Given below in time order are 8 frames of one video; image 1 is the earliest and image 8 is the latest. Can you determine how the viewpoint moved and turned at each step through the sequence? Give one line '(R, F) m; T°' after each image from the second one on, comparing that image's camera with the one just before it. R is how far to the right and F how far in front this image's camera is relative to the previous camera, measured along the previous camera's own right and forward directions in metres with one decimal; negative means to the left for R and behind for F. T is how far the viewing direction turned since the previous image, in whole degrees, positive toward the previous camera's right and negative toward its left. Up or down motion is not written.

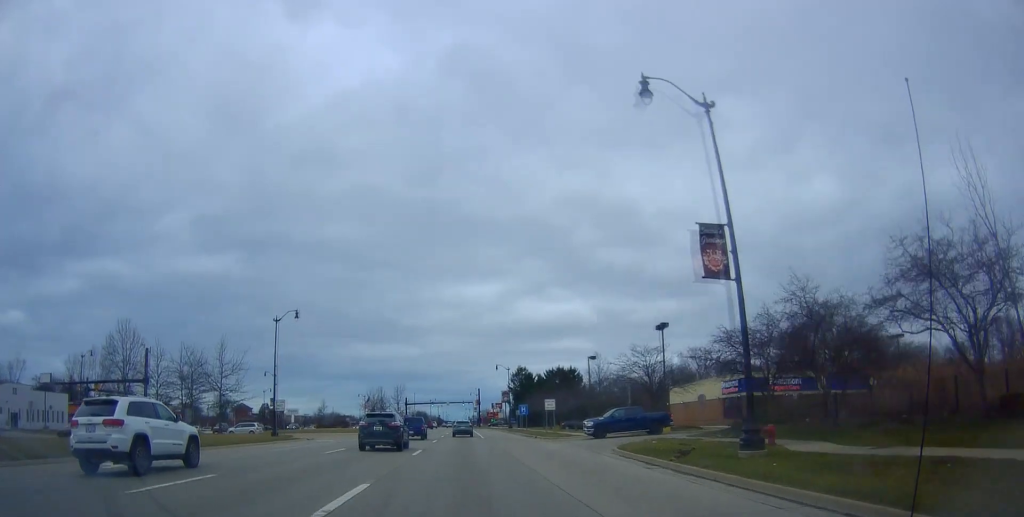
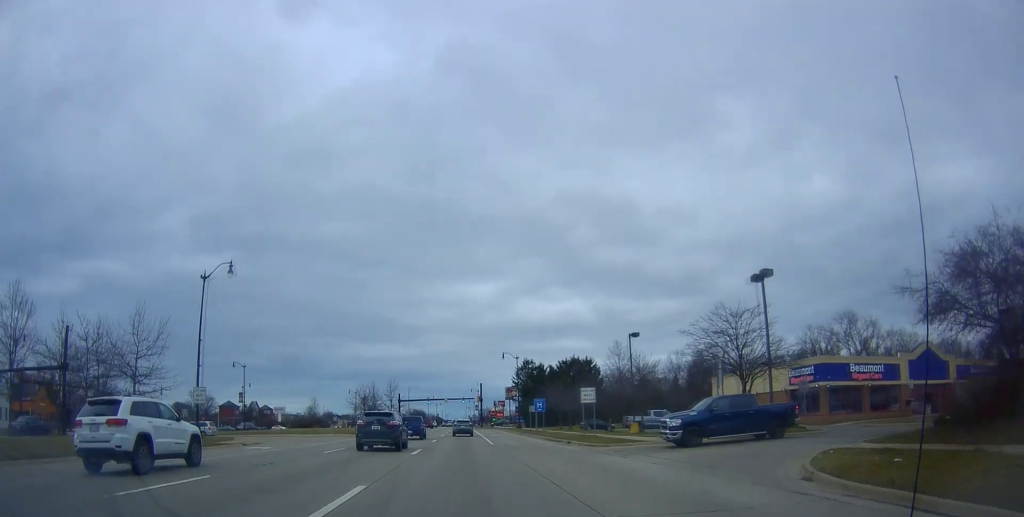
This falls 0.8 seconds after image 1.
(-0.1, +15.6) m; -1°
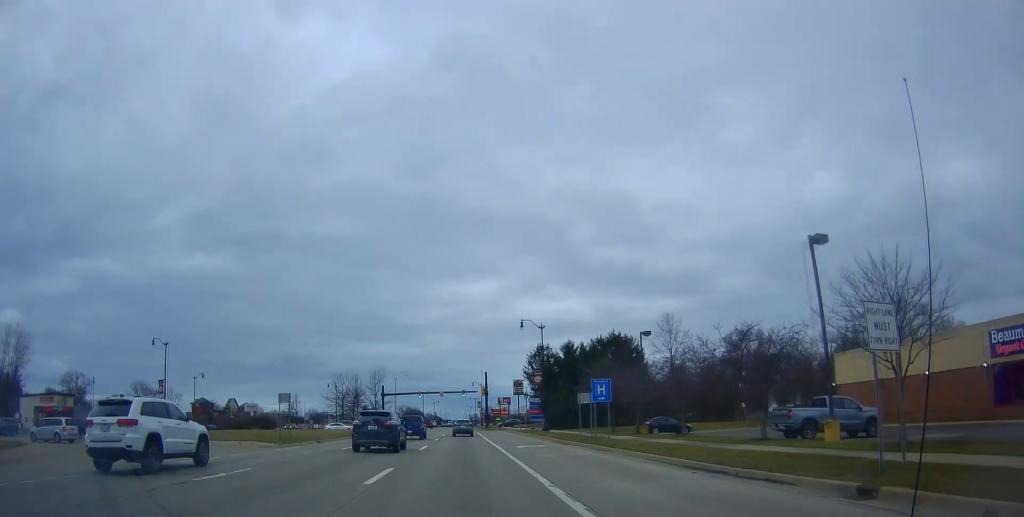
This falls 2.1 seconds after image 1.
(-0.7, +26.5) m; 0°
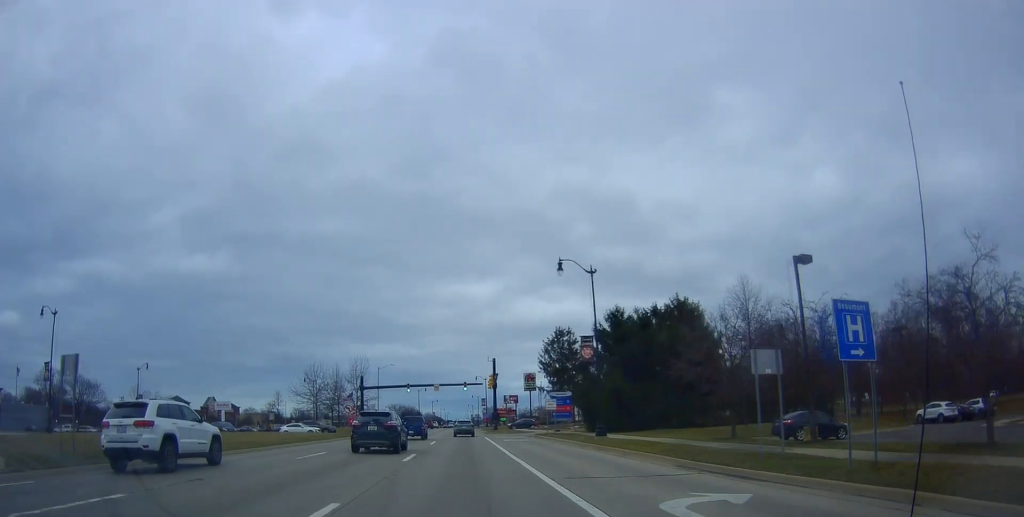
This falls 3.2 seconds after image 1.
(+0.5, +22.3) m; +2°
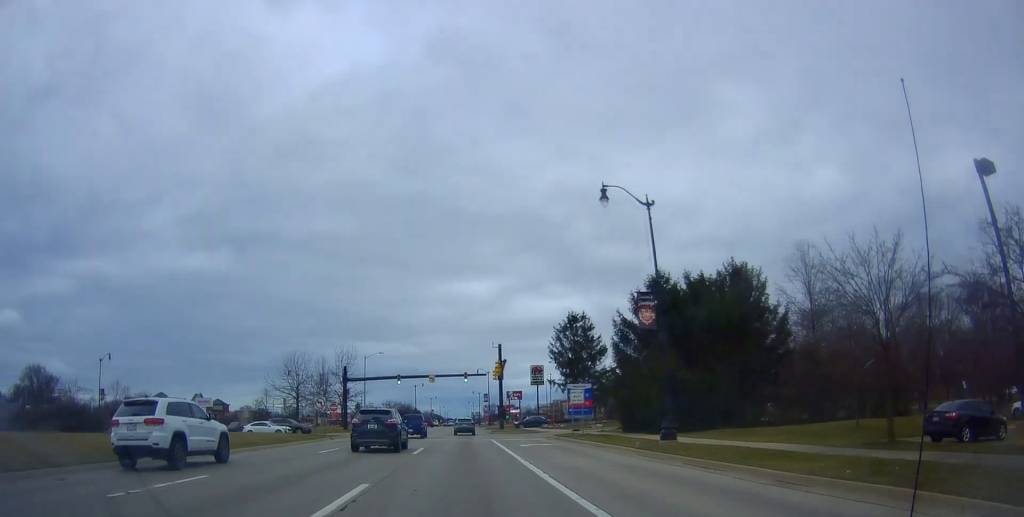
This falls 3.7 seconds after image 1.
(+0.1, +11.5) m; 0°
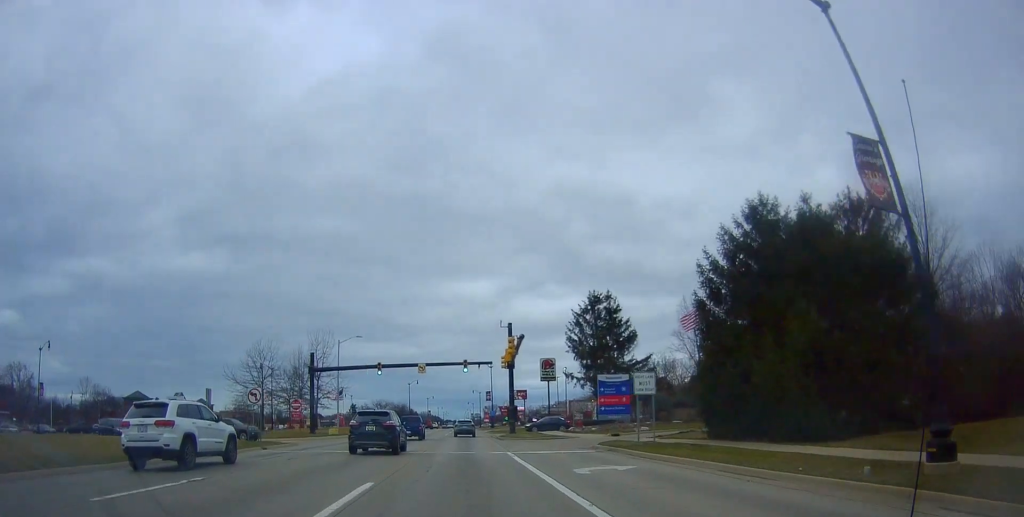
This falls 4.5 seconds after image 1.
(0.0, +14.8) m; -1°
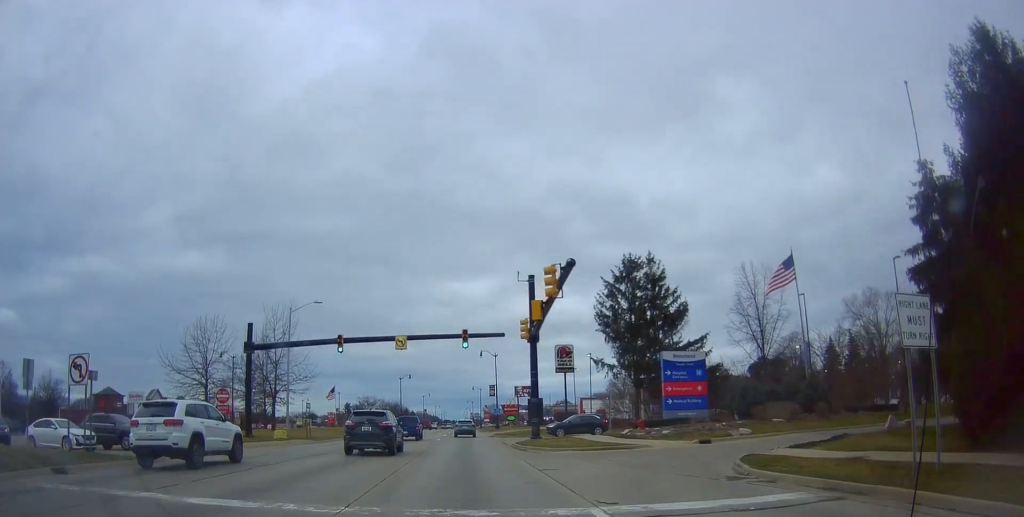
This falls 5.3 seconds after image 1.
(-0.6, +16.0) m; -1°
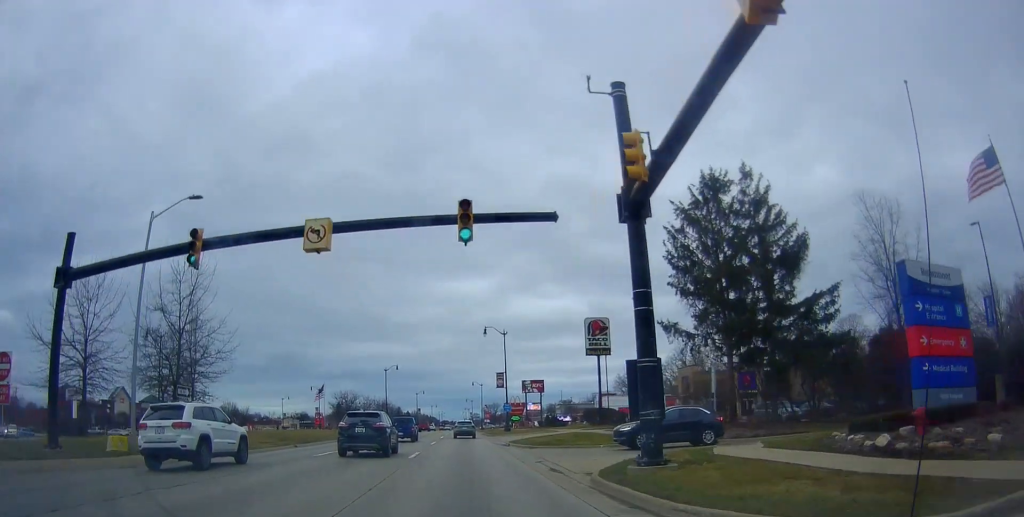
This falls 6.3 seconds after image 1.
(+0.3, +20.0) m; +2°
